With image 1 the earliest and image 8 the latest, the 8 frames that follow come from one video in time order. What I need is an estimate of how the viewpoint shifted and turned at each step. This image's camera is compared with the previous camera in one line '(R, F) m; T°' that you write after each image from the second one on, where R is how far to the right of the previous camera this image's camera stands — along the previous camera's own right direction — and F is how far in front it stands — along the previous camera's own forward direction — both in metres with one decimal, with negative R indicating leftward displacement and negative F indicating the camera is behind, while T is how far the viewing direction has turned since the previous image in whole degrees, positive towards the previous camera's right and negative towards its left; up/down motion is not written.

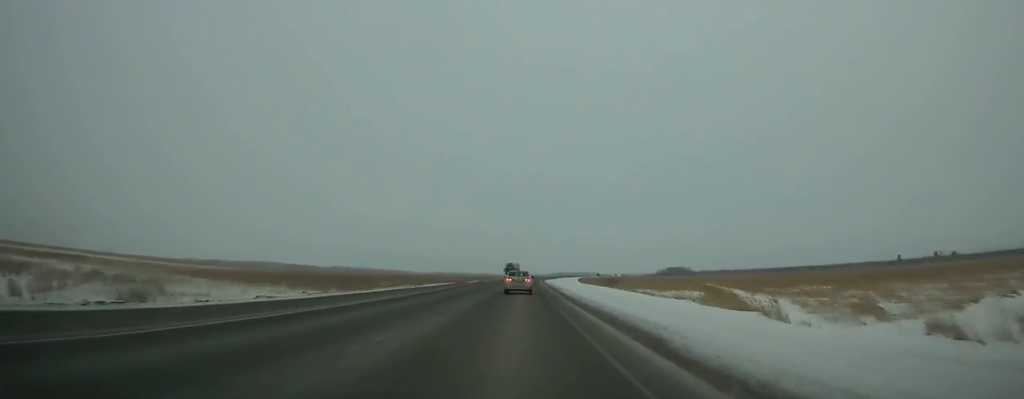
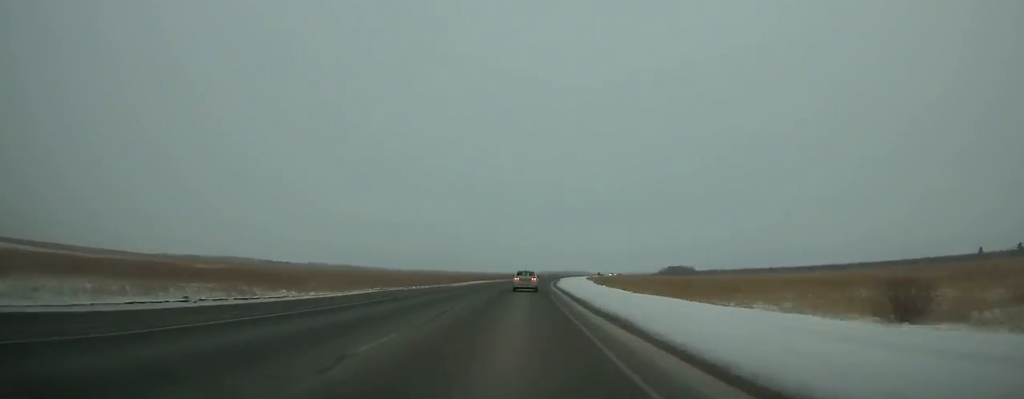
(+1.1, +108.4) m; +2°
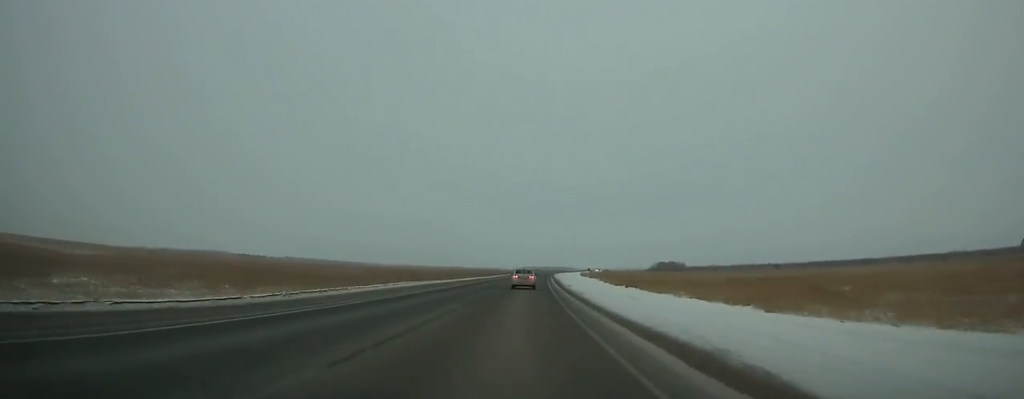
(+0.6, +52.6) m; +2°
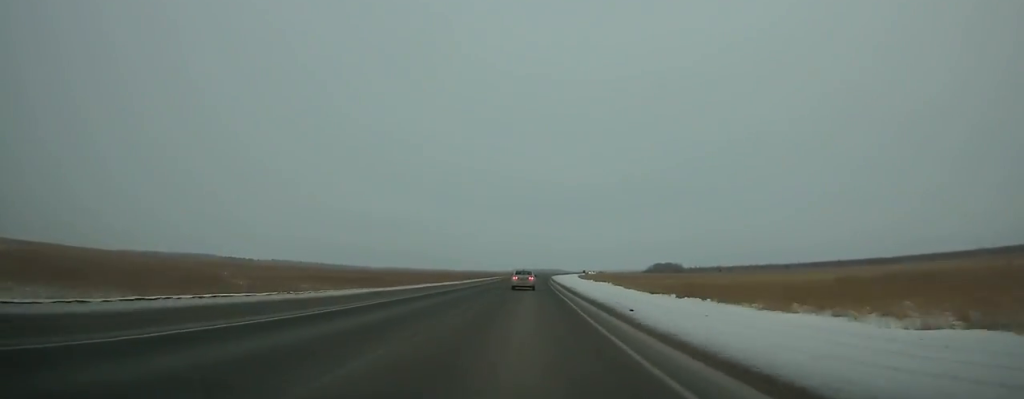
(+0.6, +35.4) m; +1°
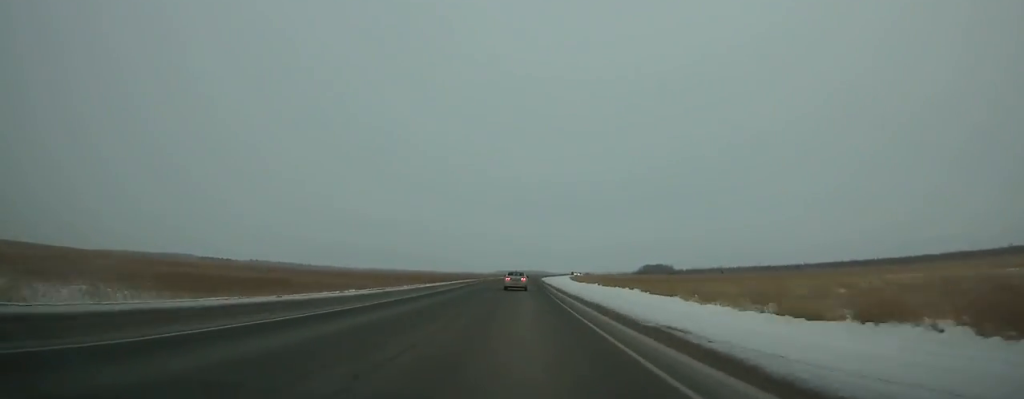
(+0.7, +40.6) m; +1°
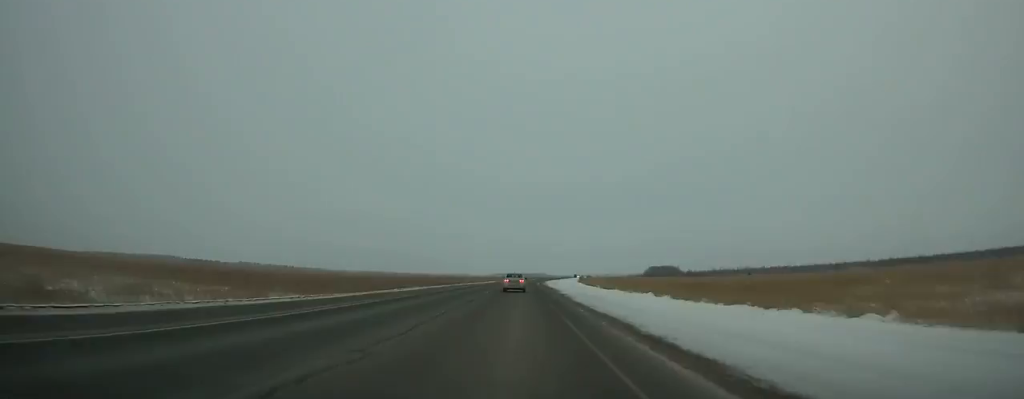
(0.0, +56.3) m; +1°
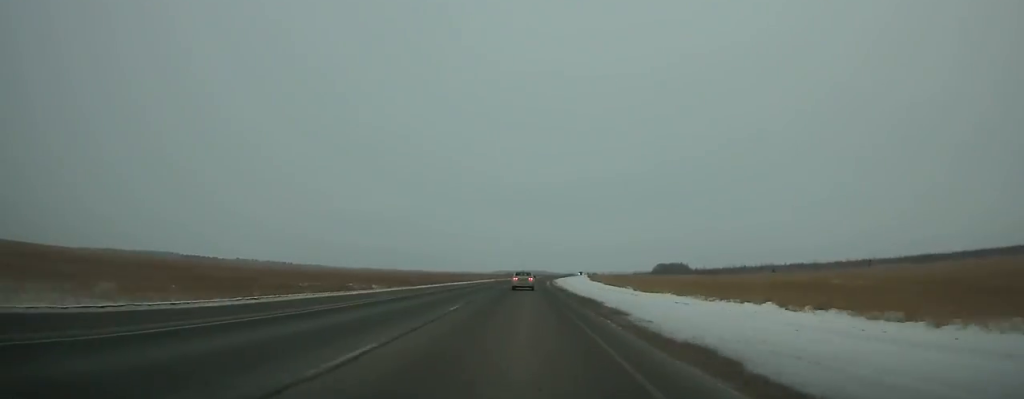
(-0.2, +33.4) m; 0°
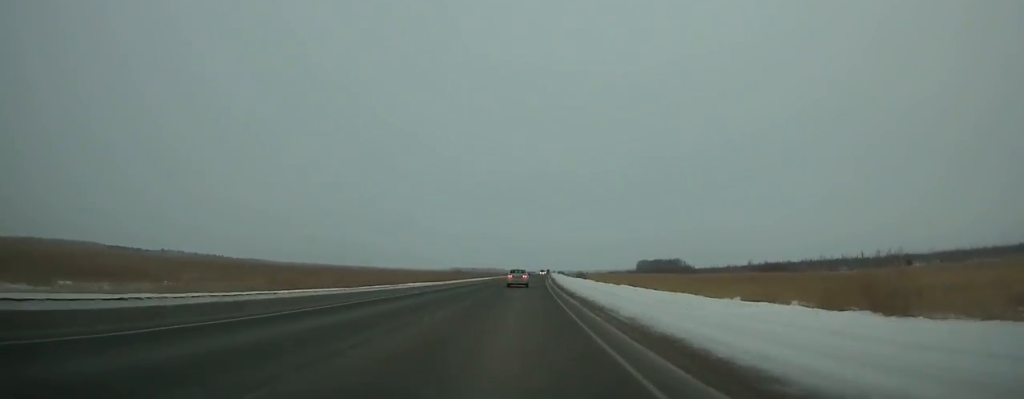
(+6.5, +160.4) m; +4°
